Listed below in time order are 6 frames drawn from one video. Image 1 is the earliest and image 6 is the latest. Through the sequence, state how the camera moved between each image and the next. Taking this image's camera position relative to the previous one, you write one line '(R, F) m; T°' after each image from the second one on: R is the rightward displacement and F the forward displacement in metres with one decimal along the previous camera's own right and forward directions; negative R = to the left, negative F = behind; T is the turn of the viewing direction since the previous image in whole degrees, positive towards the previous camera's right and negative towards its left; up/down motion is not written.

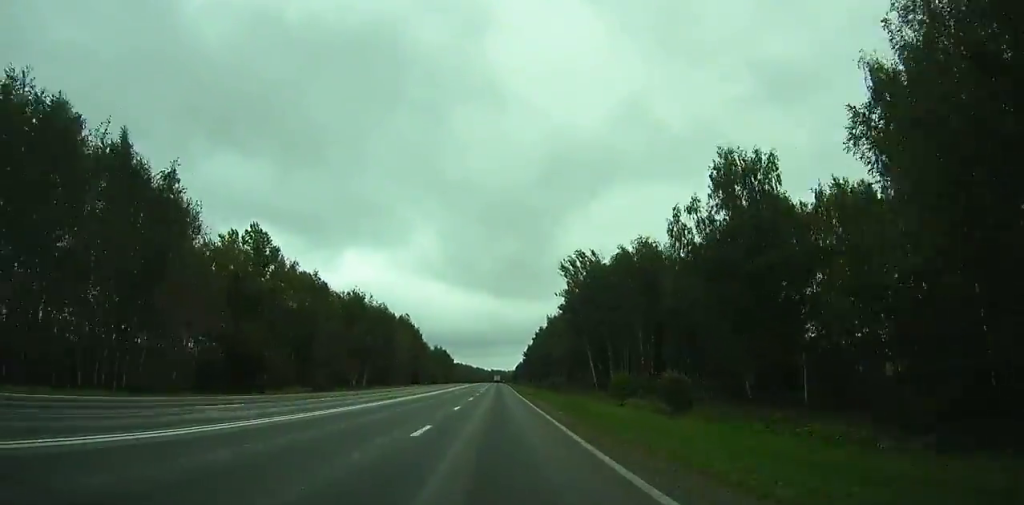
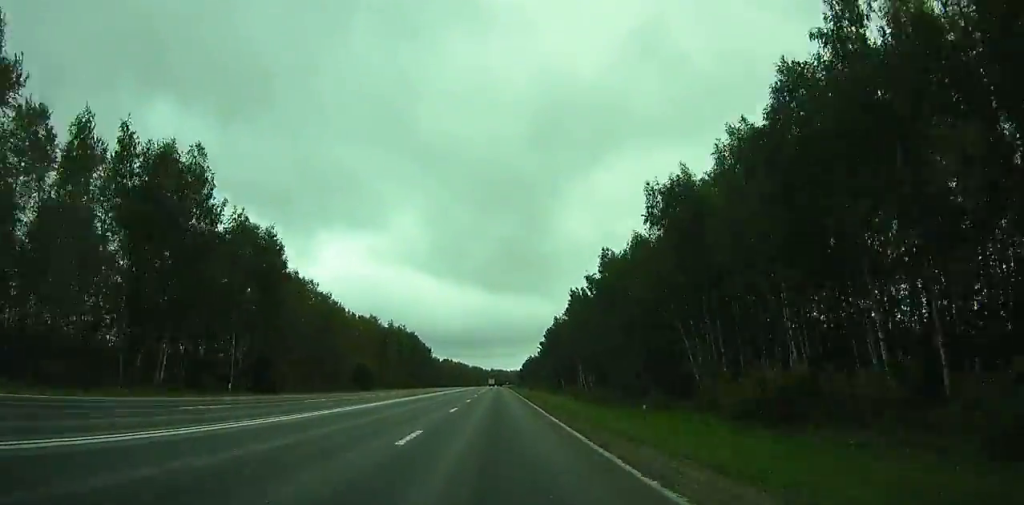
(+0.1, +133.3) m; 0°
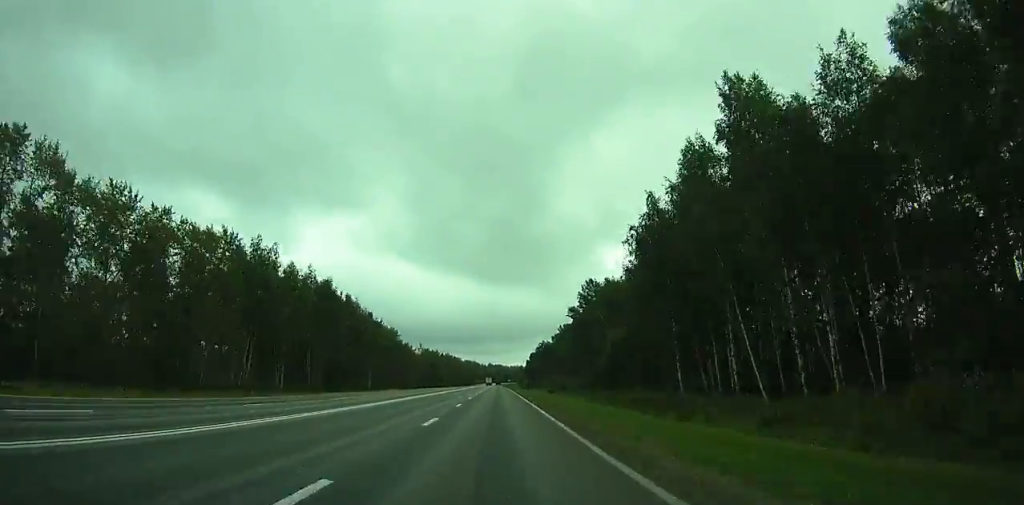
(0.0, +101.6) m; 0°
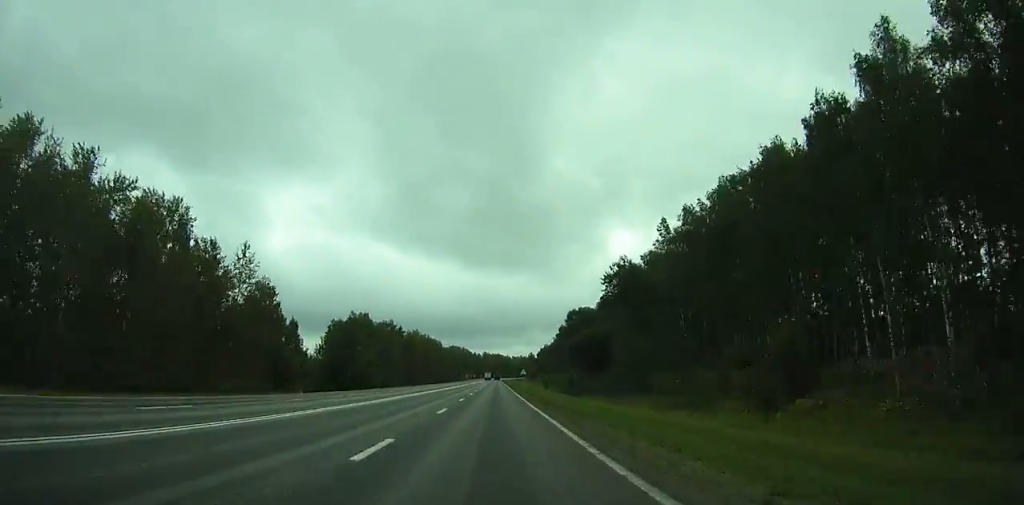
(-0.6, +151.3) m; 0°
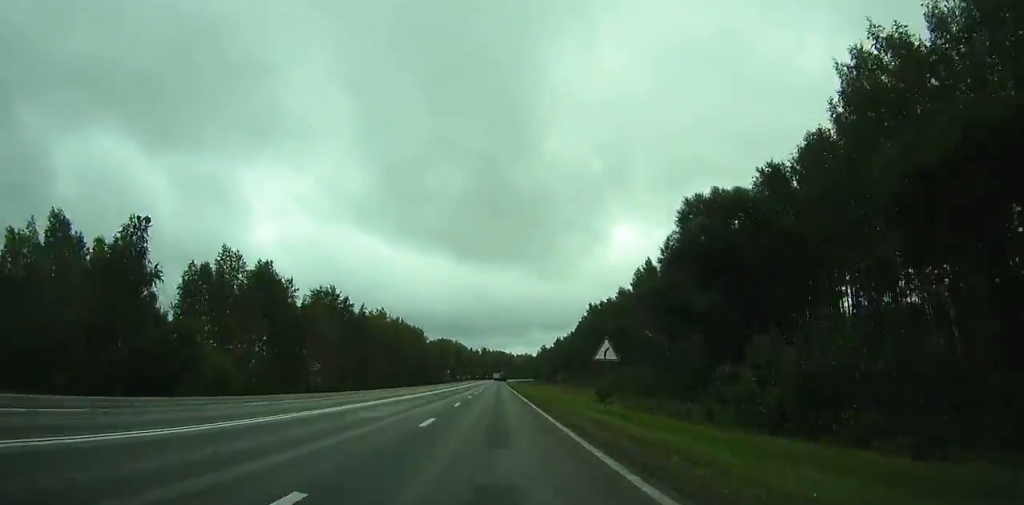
(+0.2, +77.9) m; 0°
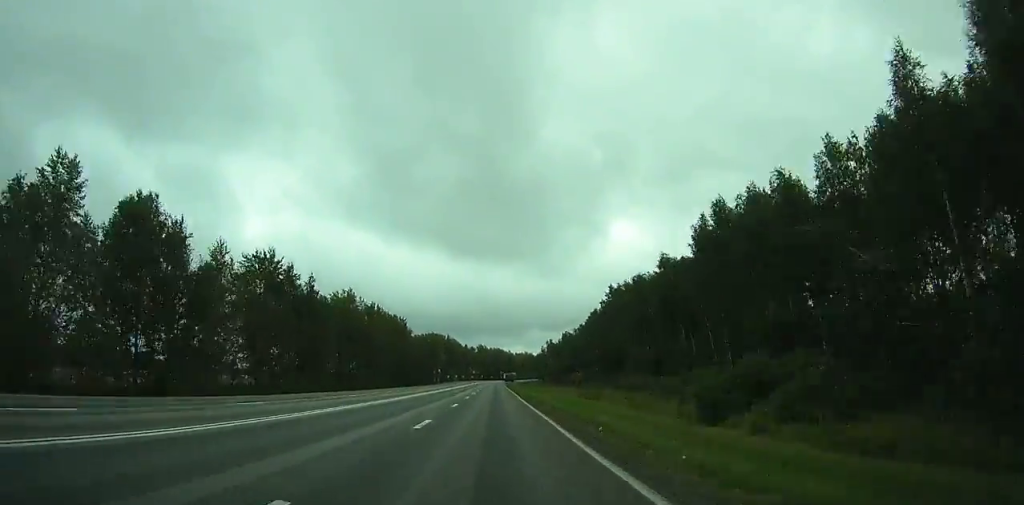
(0.0, +36.4) m; 0°
